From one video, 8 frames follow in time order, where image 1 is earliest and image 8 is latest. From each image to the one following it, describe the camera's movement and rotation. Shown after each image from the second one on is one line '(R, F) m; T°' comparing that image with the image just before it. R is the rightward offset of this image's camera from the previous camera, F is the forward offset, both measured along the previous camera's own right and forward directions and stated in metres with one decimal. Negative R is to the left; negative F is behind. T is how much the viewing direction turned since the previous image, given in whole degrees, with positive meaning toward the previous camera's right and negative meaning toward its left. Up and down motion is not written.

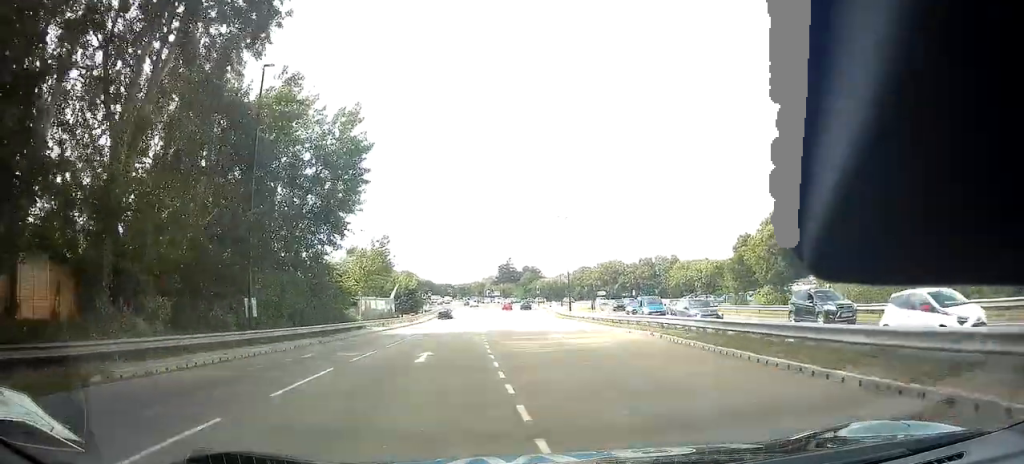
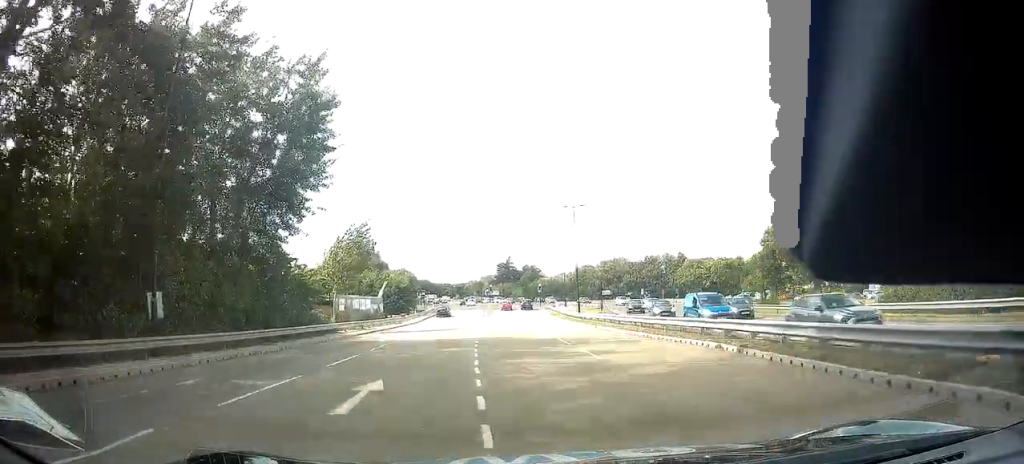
(-0.1, +6.8) m; 0°
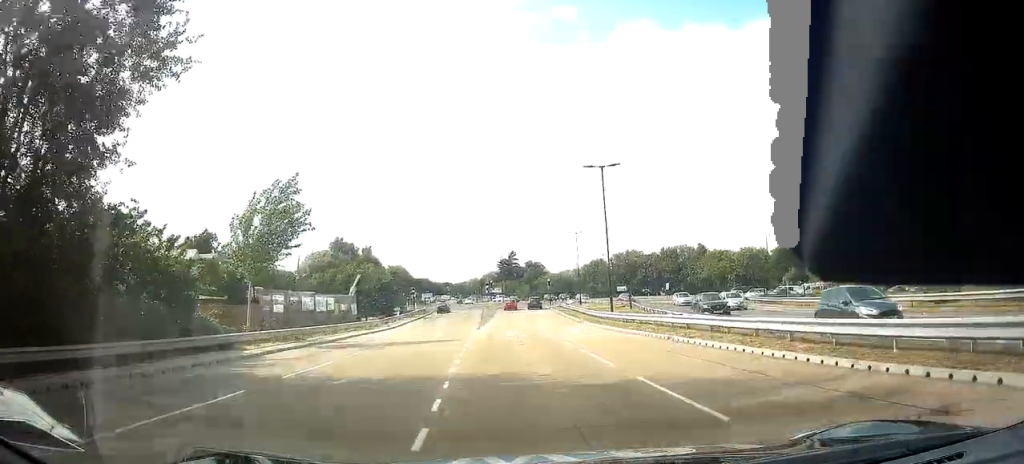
(+0.2, +13.7) m; +1°
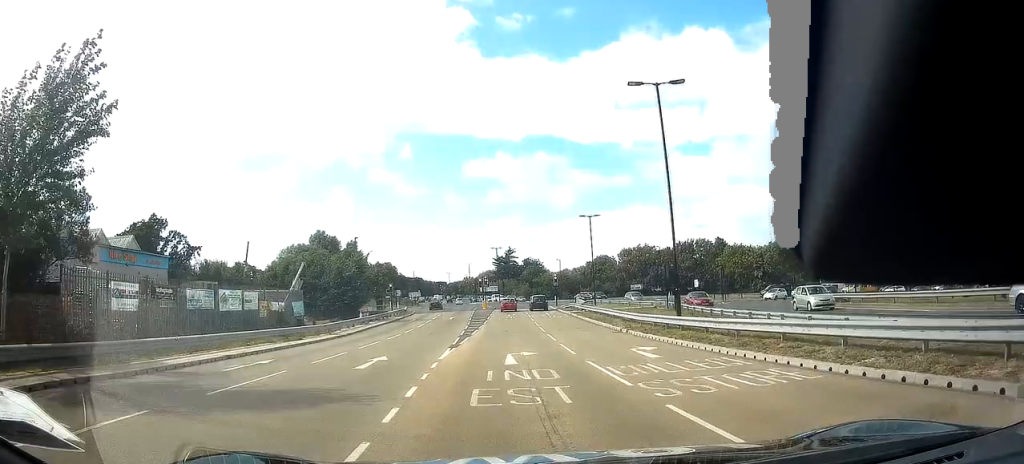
(0.0, +14.4) m; +1°
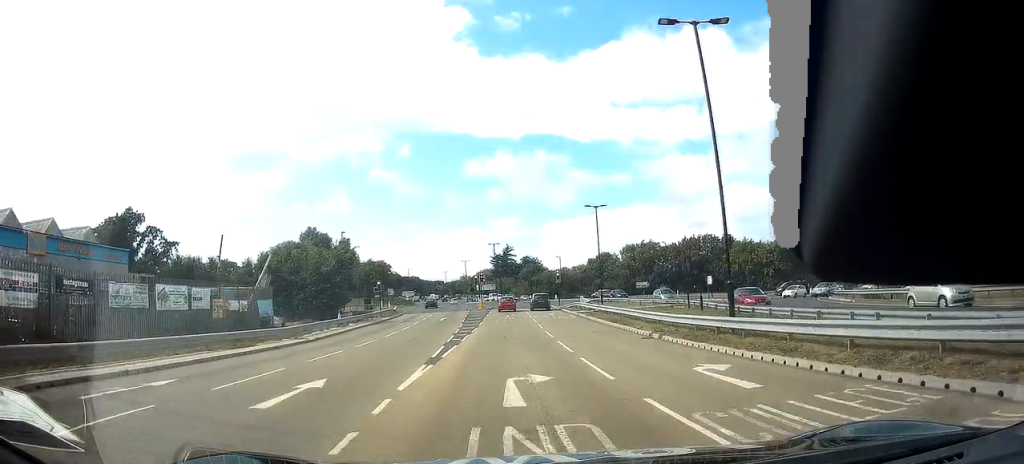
(+0.1, +5.3) m; +1°
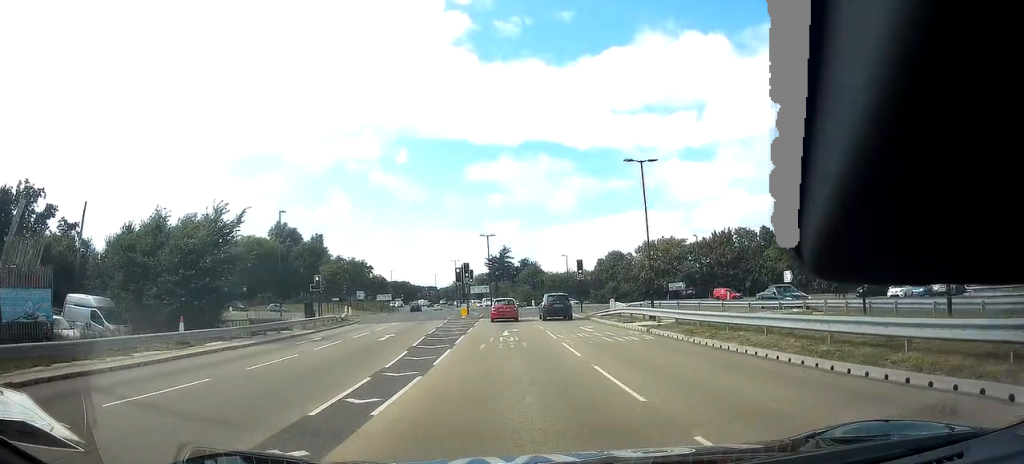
(+0.2, +20.1) m; 0°
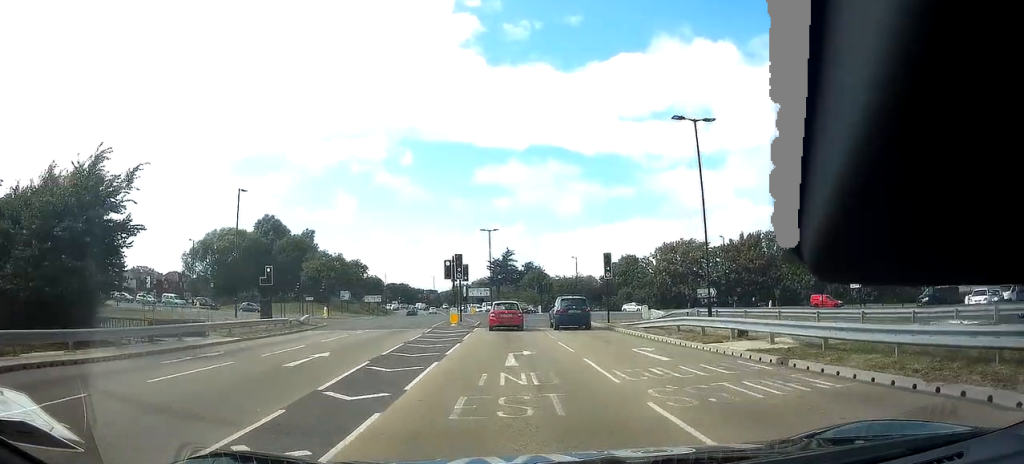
(0.0, +10.3) m; 0°
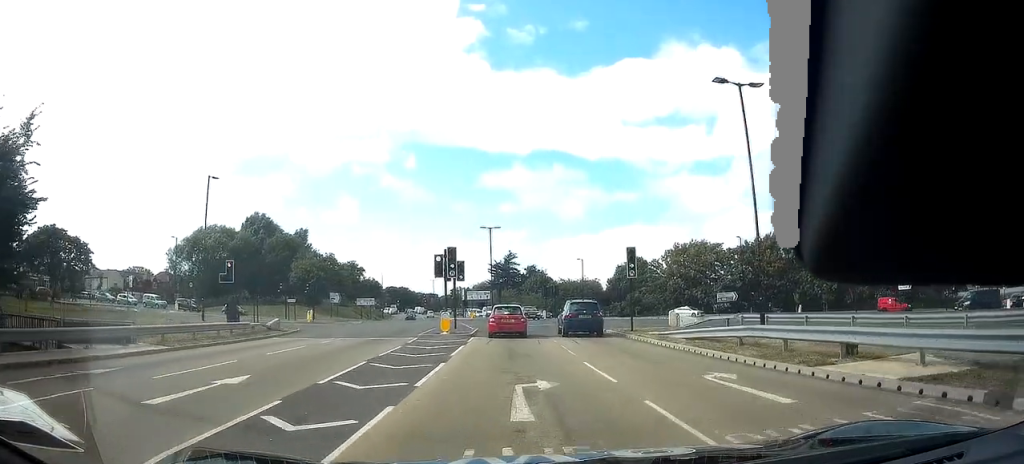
(0.0, +5.6) m; +1°
